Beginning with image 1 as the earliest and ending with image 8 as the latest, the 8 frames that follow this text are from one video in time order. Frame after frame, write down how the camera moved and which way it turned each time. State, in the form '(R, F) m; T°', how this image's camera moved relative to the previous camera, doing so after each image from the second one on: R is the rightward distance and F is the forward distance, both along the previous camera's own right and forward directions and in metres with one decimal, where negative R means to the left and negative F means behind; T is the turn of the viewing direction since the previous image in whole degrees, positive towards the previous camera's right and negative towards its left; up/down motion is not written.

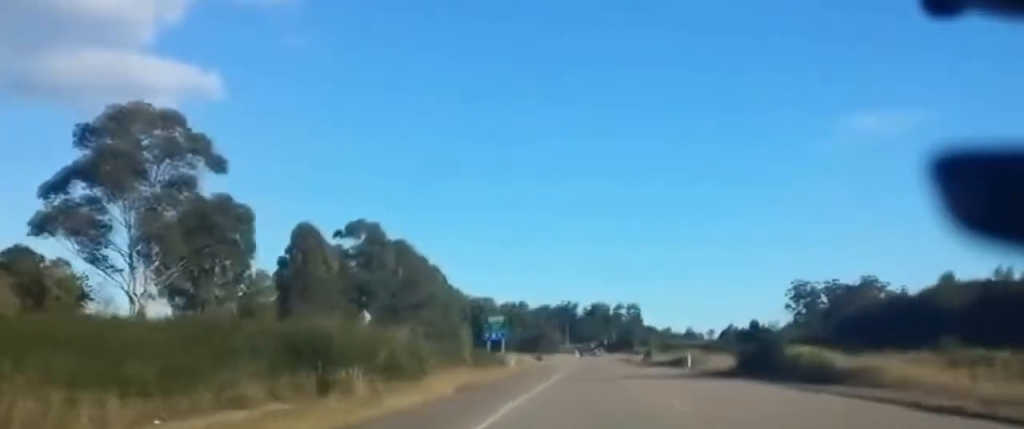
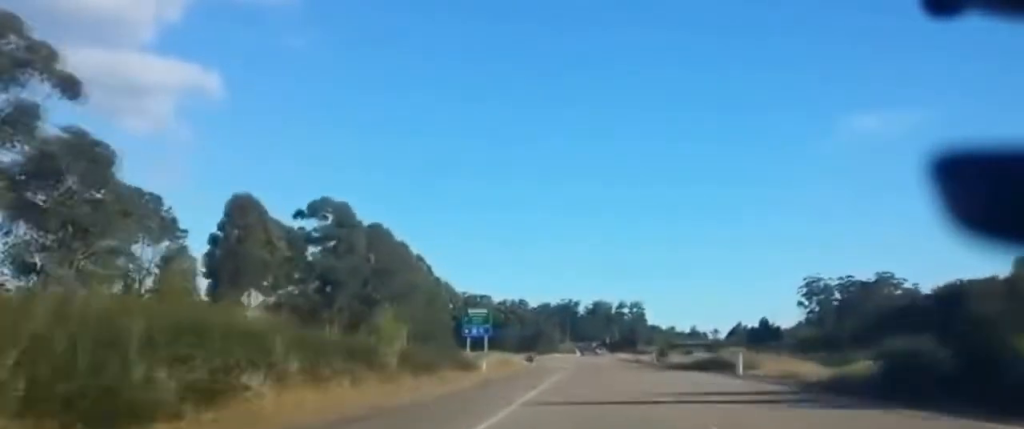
(-0.4, +22.9) m; -1°
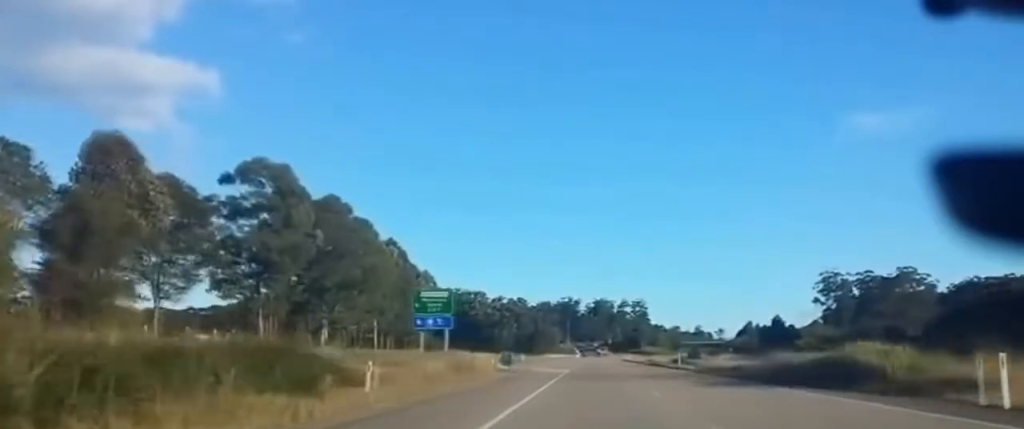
(-0.2, +28.9) m; 0°
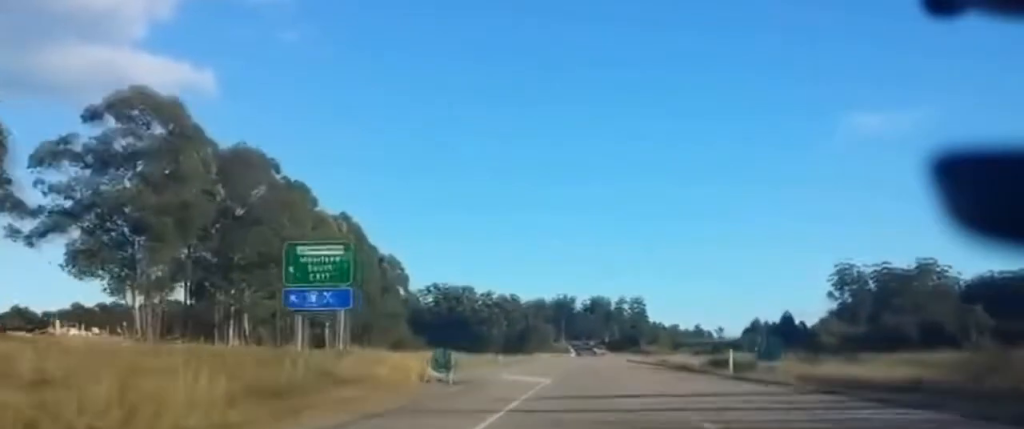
(+0.1, +29.8) m; 0°
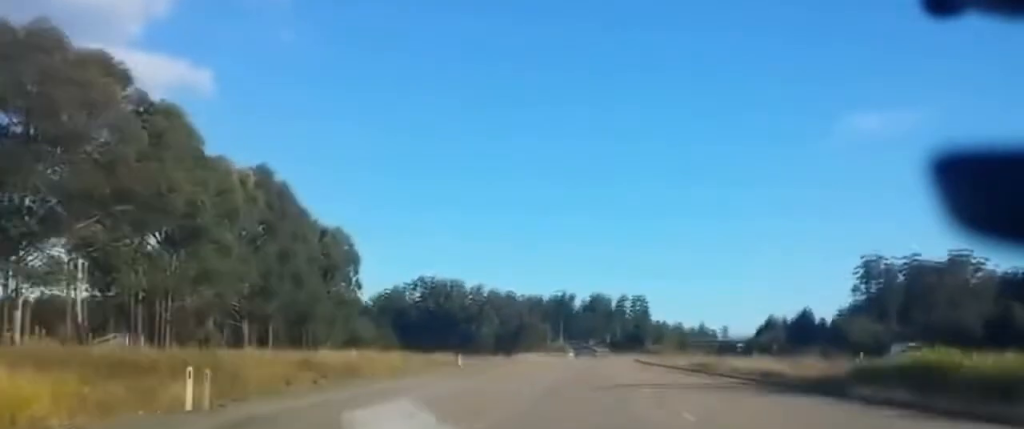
(-0.2, +34.5) m; -1°
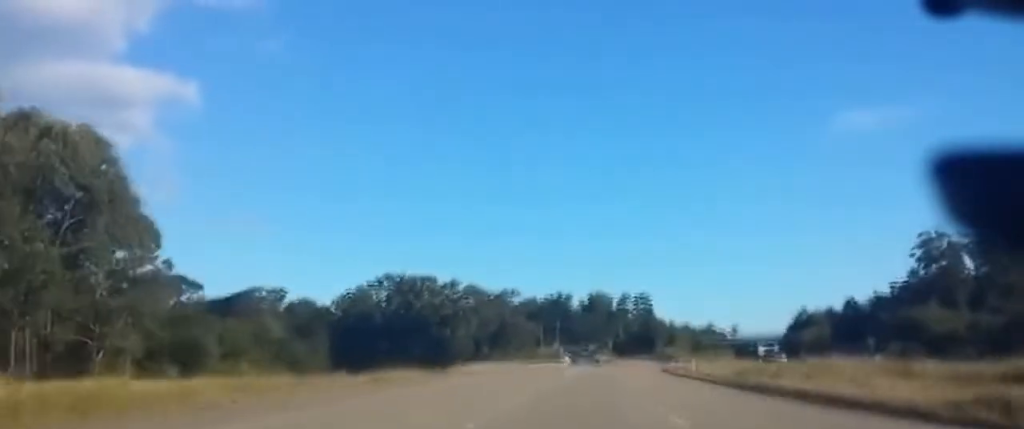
(+0.4, +61.0) m; +1°
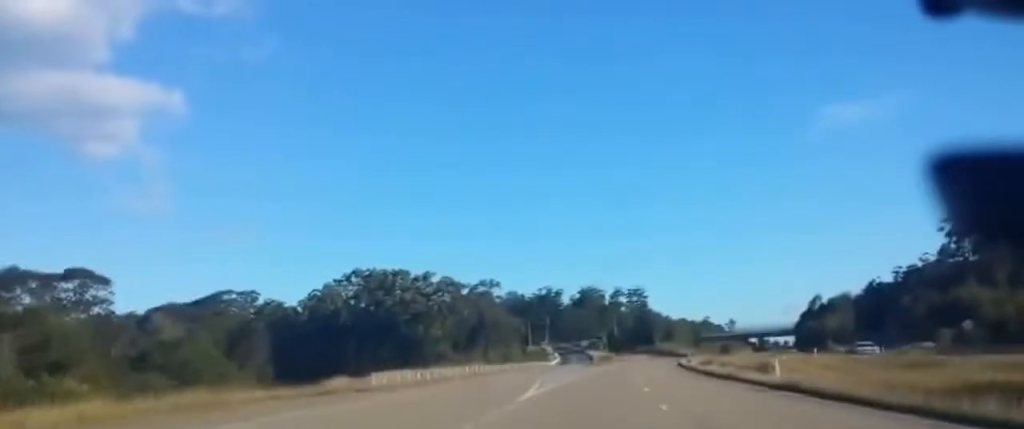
(-0.1, +32.8) m; -2°
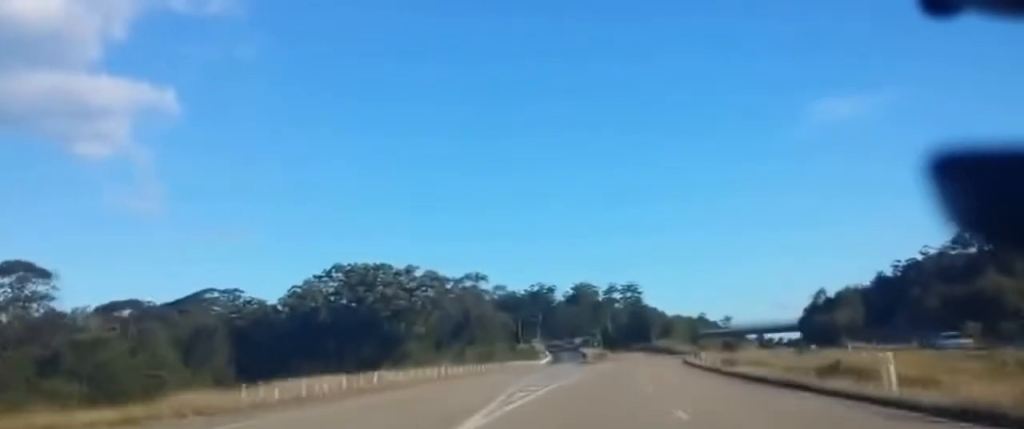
(-0.4, +14.7) m; 0°
